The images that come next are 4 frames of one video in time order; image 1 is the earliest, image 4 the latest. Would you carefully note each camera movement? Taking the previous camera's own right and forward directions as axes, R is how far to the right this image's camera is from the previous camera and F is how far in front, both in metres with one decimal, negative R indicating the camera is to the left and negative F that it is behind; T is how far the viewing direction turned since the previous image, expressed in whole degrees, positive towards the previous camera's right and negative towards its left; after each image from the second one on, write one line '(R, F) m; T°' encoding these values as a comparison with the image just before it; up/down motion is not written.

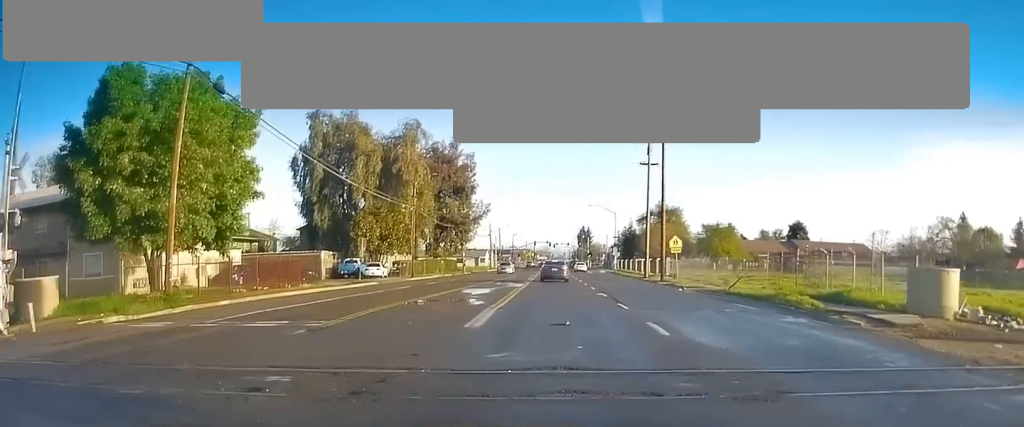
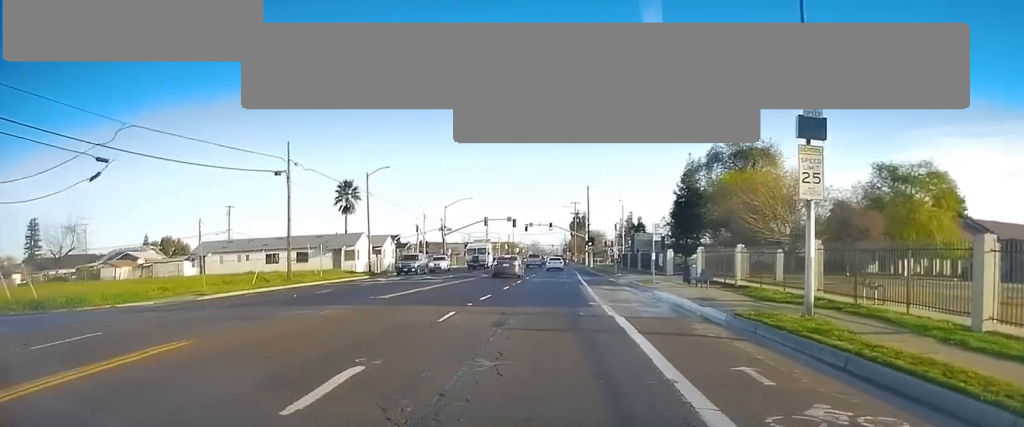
(+0.5, +96.5) m; -1°
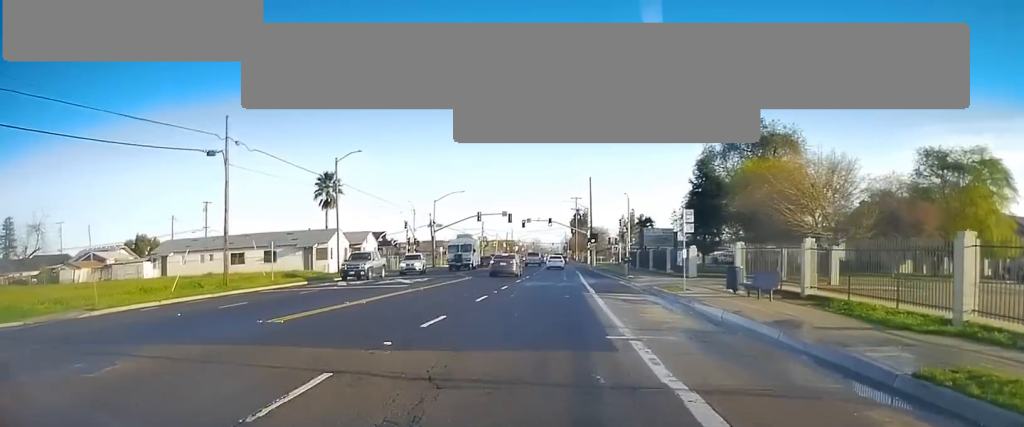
(-0.1, +9.2) m; -1°
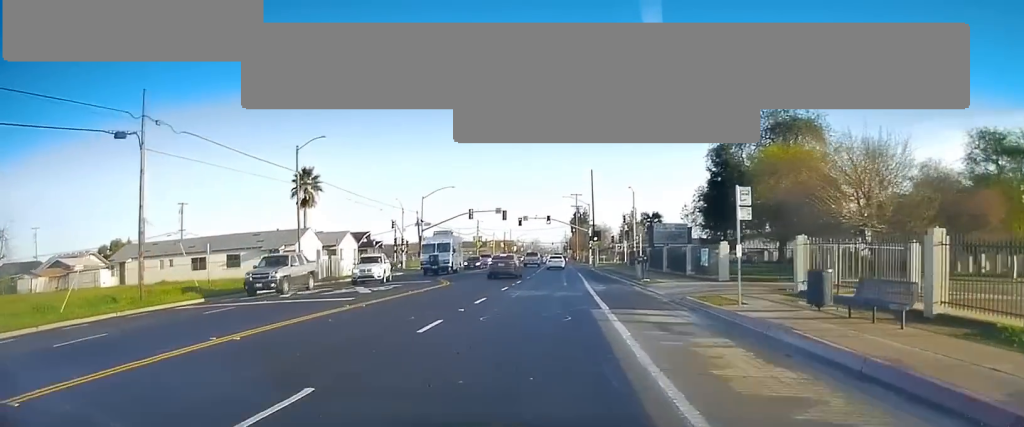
(0.0, +8.7) m; 0°
